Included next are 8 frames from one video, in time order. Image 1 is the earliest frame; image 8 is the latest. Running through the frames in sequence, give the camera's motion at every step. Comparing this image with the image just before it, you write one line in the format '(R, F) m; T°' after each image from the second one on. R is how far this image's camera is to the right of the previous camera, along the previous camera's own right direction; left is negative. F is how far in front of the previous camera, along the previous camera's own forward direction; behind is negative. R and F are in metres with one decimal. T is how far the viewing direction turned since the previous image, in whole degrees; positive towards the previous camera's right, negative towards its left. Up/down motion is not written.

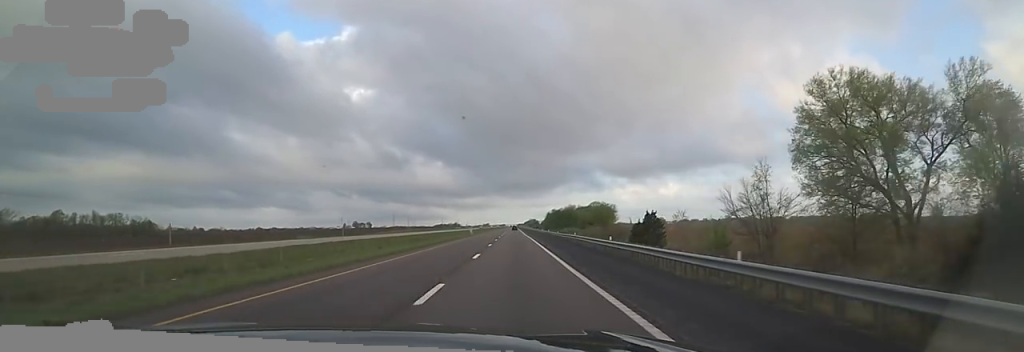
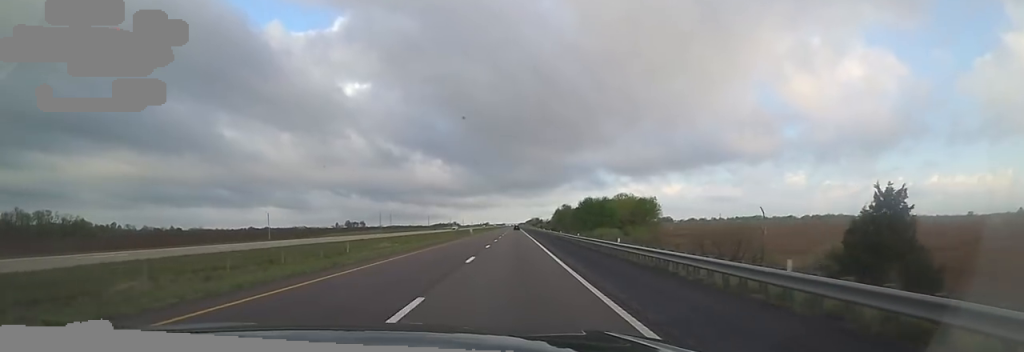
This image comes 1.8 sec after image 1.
(0.0, +63.4) m; +3°
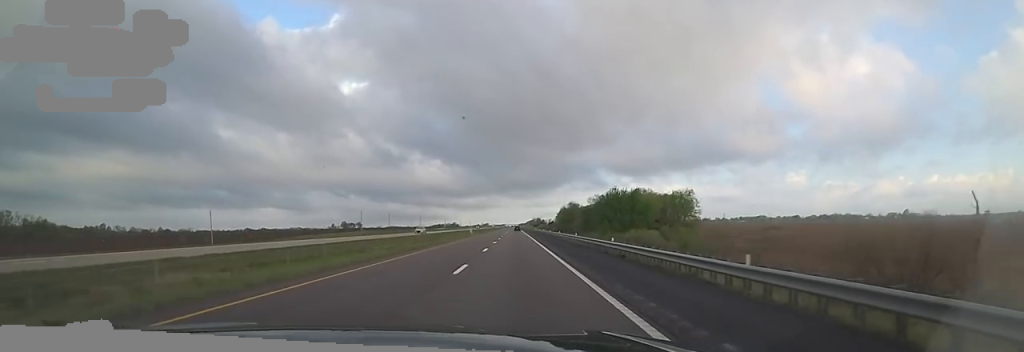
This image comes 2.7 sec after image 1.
(+1.3, +28.6) m; 0°
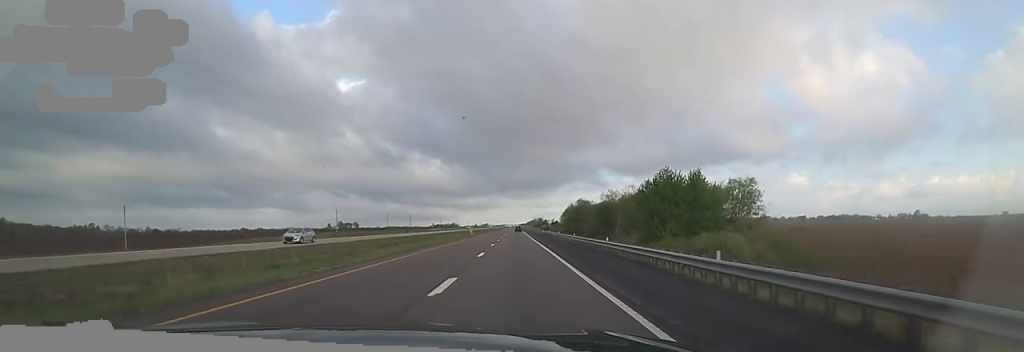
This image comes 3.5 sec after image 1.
(-0.9, +28.5) m; -2°
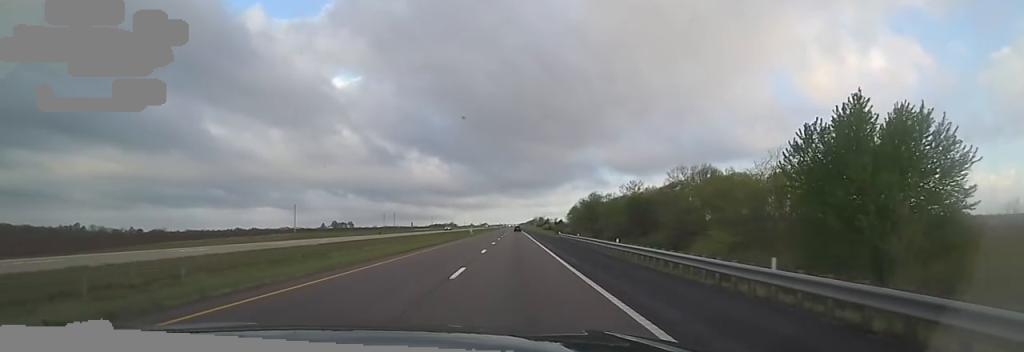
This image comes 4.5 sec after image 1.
(-0.4, +33.2) m; -1°
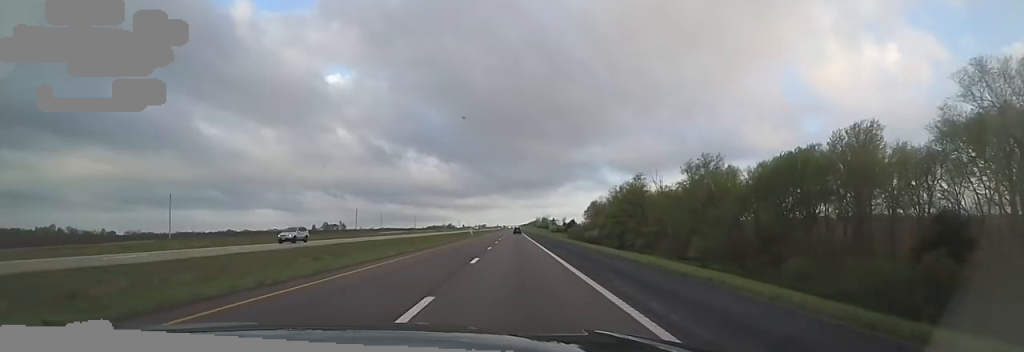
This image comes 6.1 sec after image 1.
(0.0, +55.1) m; 0°
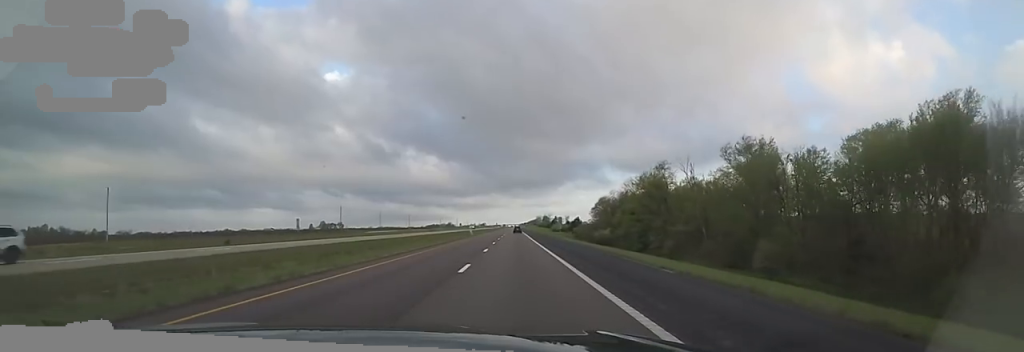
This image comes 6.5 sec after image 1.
(0.0, +16.0) m; 0°
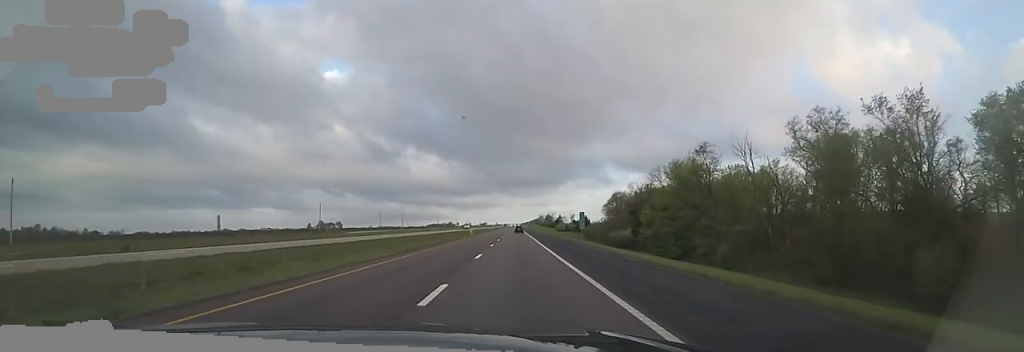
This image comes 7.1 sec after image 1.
(0.0, +18.3) m; 0°
